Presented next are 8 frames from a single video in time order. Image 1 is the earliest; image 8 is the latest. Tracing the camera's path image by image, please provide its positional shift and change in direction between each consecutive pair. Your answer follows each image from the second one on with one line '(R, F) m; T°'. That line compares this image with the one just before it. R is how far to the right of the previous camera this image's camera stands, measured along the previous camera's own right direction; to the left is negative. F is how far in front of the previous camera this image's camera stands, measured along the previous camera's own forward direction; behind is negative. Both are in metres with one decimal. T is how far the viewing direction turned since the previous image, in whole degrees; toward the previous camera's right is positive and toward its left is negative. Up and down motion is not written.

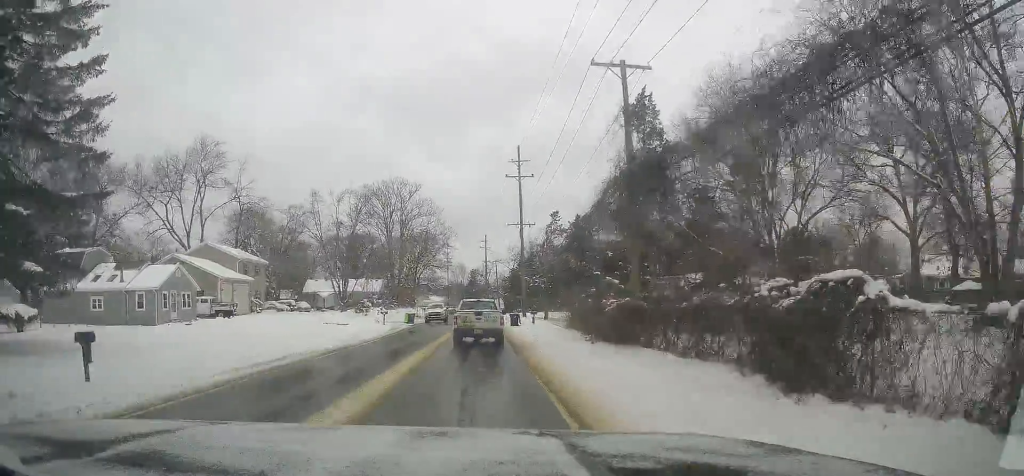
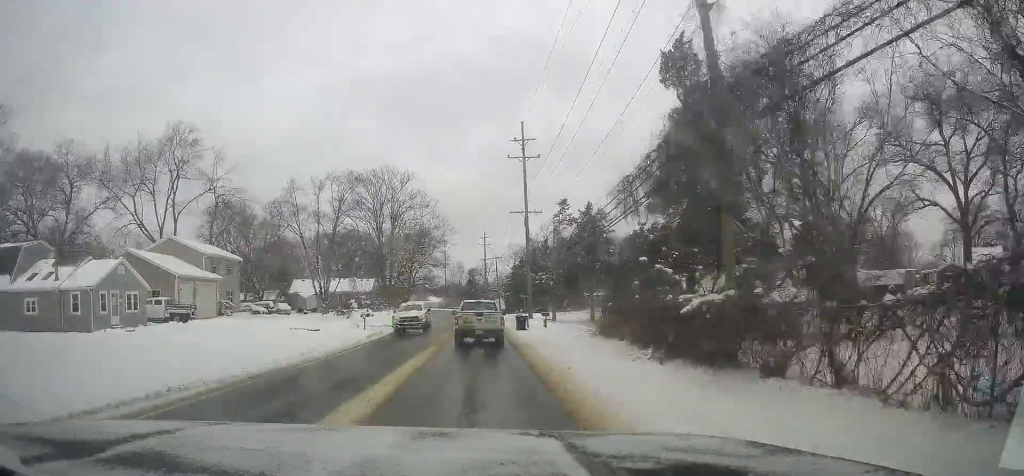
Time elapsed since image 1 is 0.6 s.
(0.0, +8.3) m; 0°
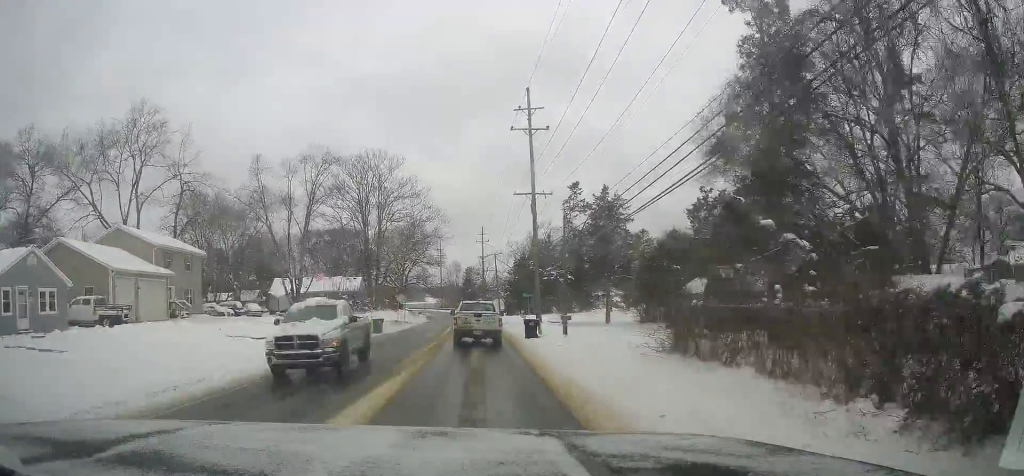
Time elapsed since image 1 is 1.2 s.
(0.0, +9.3) m; 0°
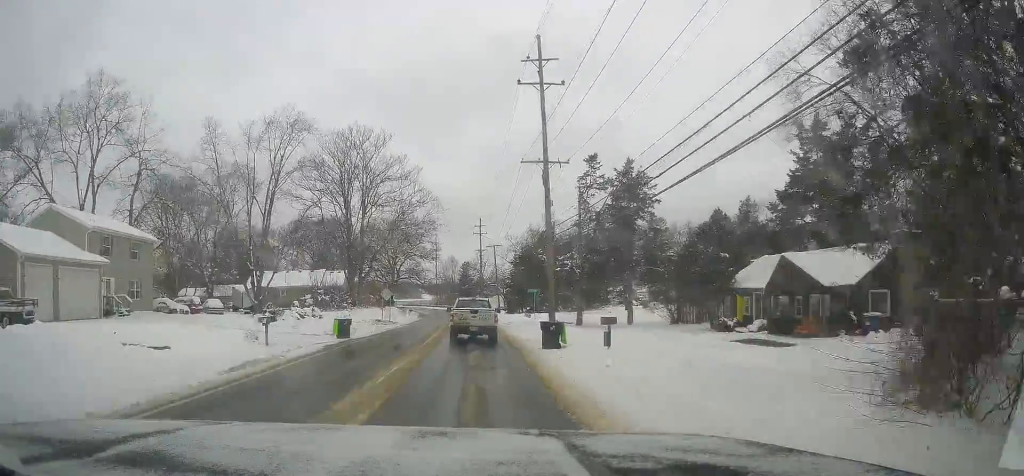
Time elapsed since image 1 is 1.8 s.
(-0.1, +9.4) m; +2°
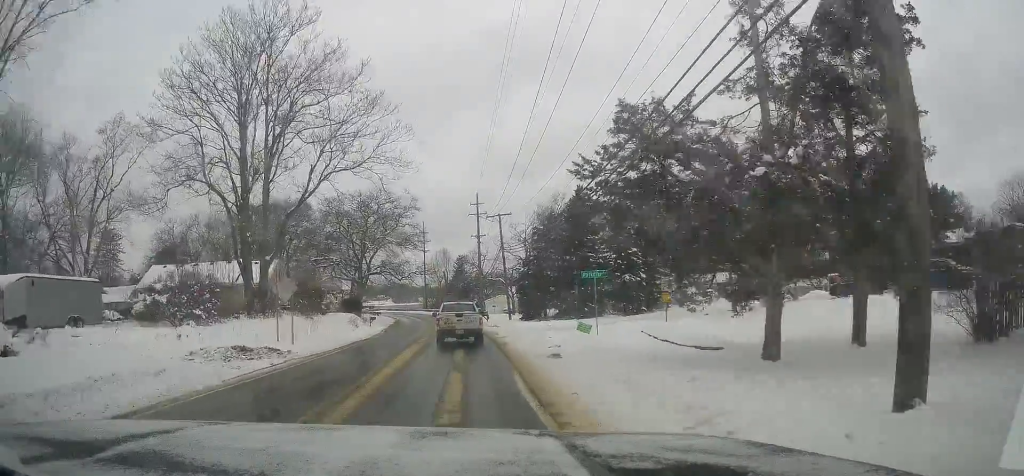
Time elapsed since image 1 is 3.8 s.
(+0.3, +30.3) m; 0°
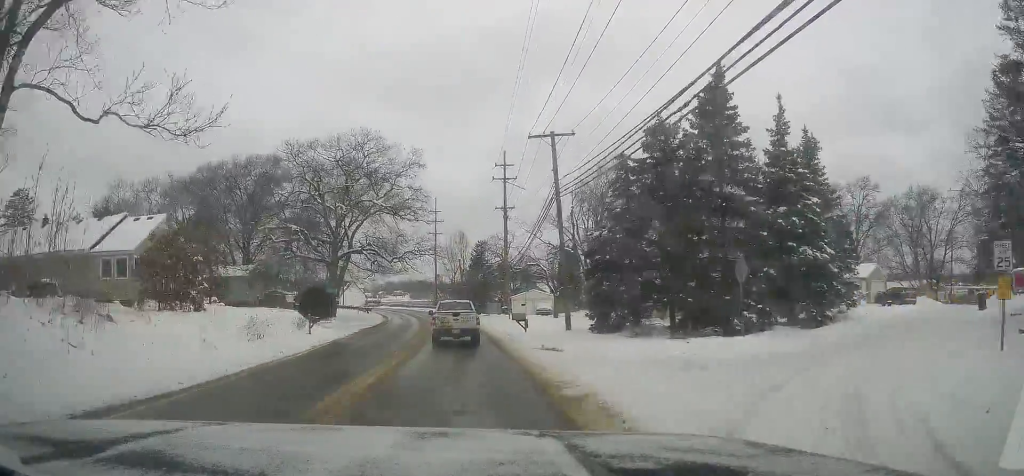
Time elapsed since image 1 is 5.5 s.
(-0.2, +25.4) m; -2°
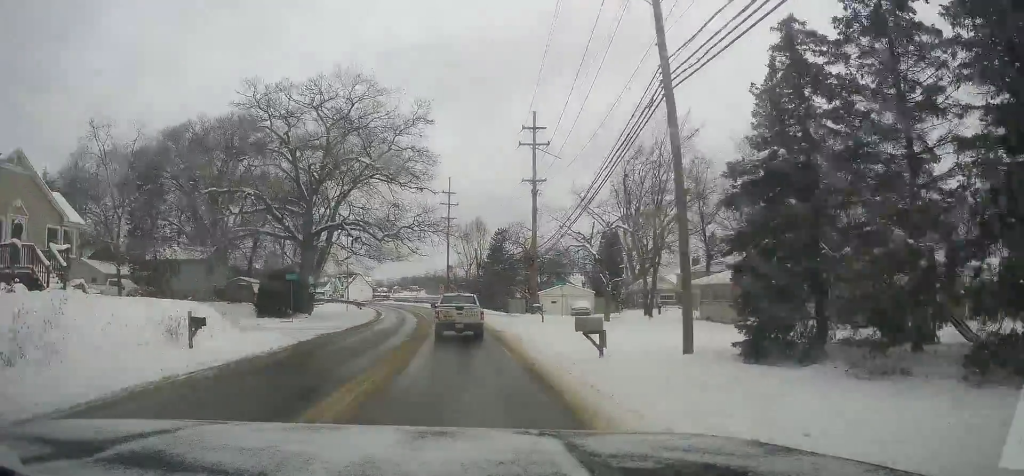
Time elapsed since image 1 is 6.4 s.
(-0.3, +14.7) m; -1°
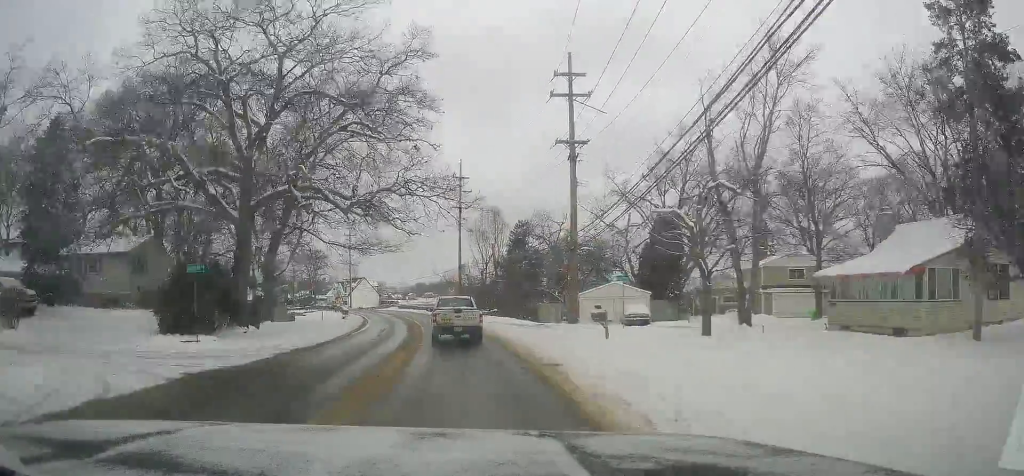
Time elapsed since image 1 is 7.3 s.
(+0.1, +15.0) m; -1°
